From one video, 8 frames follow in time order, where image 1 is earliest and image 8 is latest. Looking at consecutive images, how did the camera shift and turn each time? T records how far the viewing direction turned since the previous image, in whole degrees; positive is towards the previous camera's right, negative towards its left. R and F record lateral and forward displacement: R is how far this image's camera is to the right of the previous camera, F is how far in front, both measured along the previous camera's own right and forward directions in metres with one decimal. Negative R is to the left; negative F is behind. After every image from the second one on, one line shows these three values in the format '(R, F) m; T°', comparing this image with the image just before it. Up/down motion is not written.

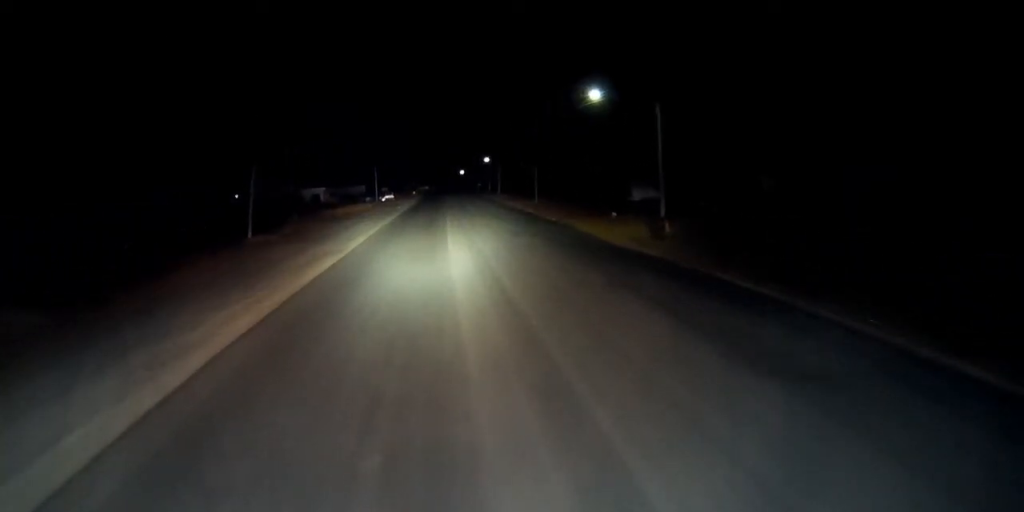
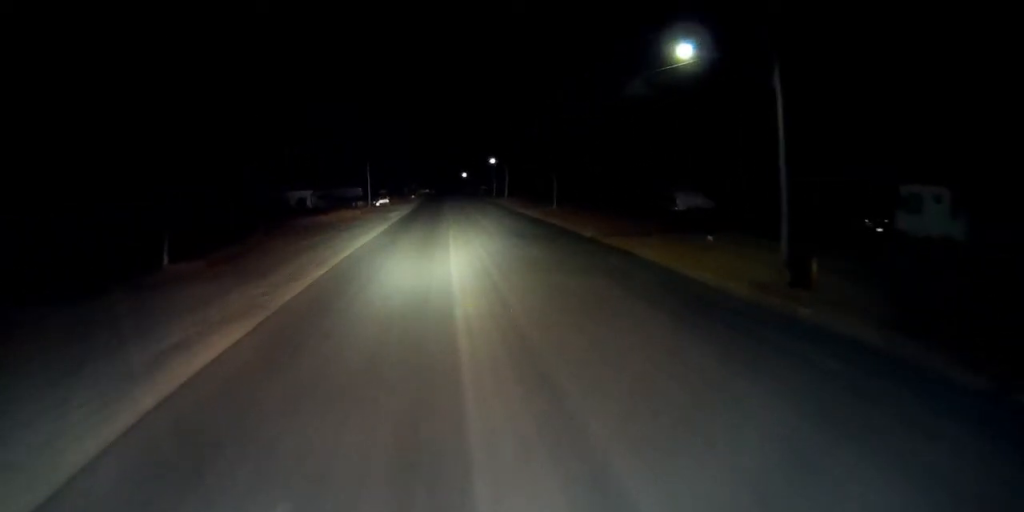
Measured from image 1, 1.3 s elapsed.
(+0.1, +15.7) m; +1°
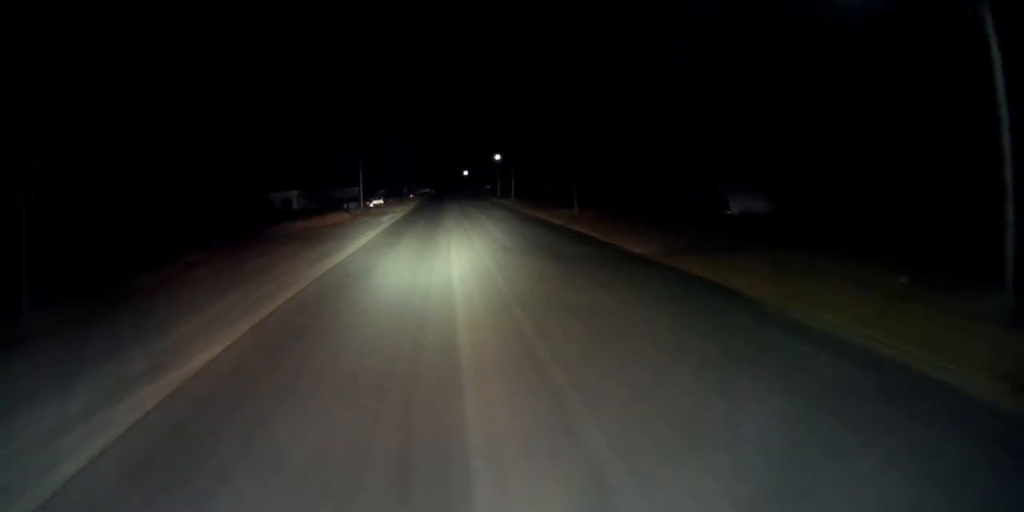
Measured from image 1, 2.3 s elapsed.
(+0.3, +12.8) m; 0°
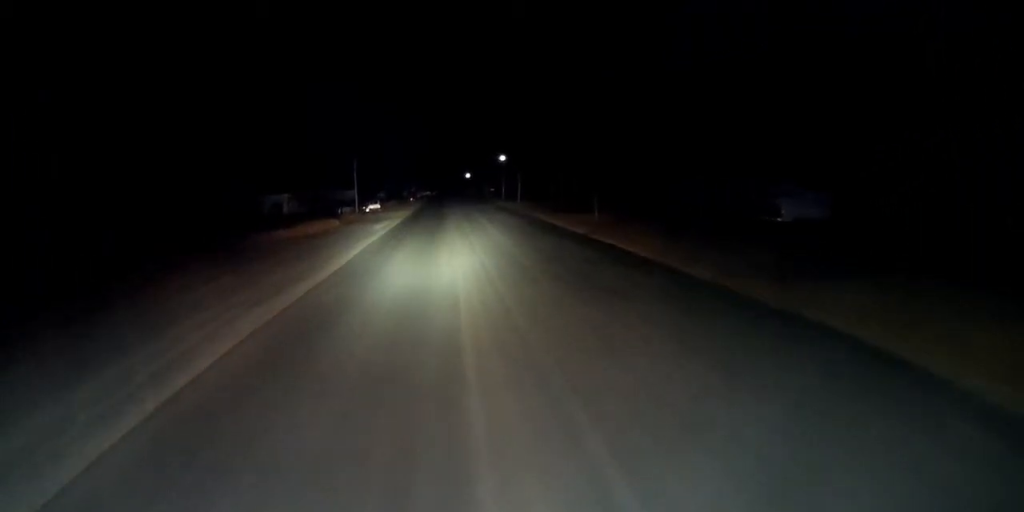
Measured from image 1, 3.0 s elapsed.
(-0.2, +8.7) m; -1°
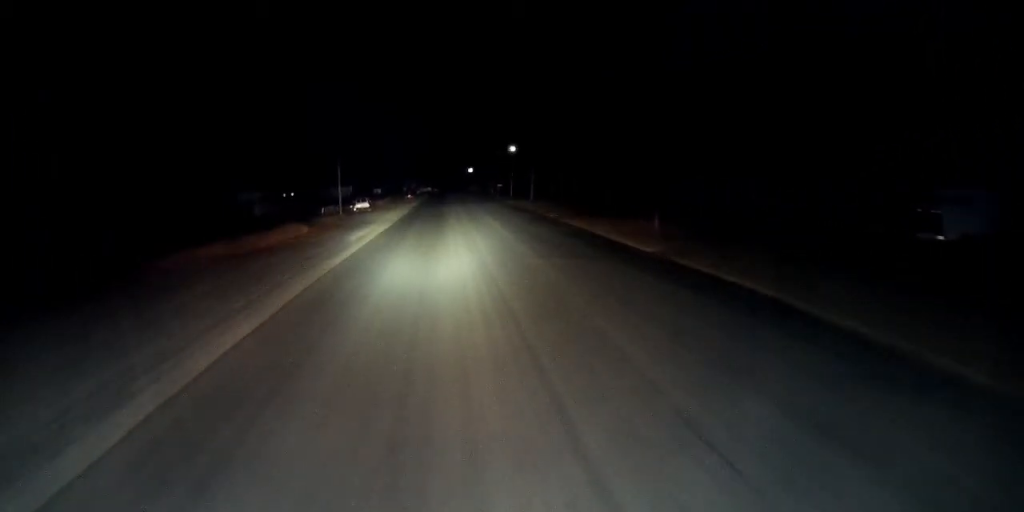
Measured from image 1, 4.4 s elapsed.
(-0.1, +17.4) m; 0°
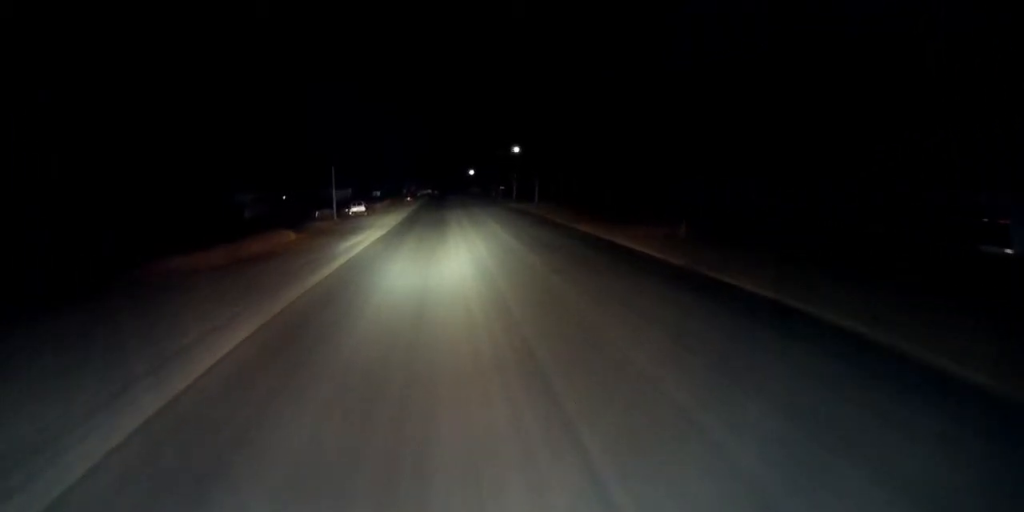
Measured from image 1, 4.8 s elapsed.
(0.0, +5.0) m; 0°
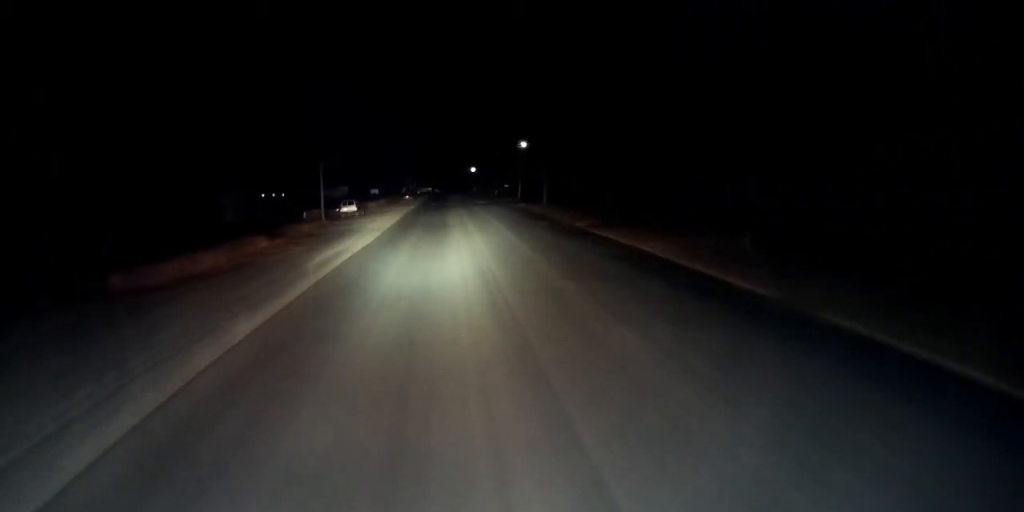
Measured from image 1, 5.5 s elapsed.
(0.0, +8.8) m; 0°
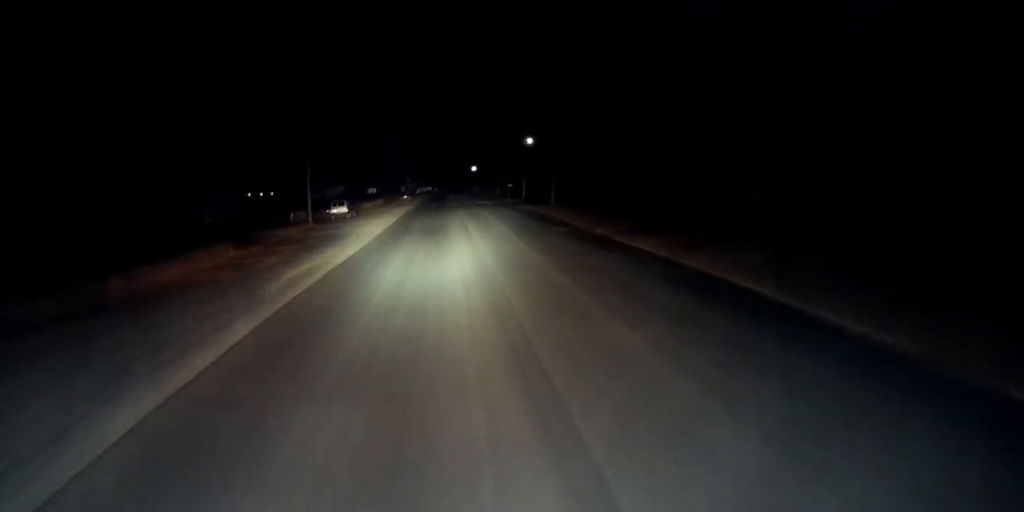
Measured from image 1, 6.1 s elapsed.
(0.0, +7.2) m; 0°
